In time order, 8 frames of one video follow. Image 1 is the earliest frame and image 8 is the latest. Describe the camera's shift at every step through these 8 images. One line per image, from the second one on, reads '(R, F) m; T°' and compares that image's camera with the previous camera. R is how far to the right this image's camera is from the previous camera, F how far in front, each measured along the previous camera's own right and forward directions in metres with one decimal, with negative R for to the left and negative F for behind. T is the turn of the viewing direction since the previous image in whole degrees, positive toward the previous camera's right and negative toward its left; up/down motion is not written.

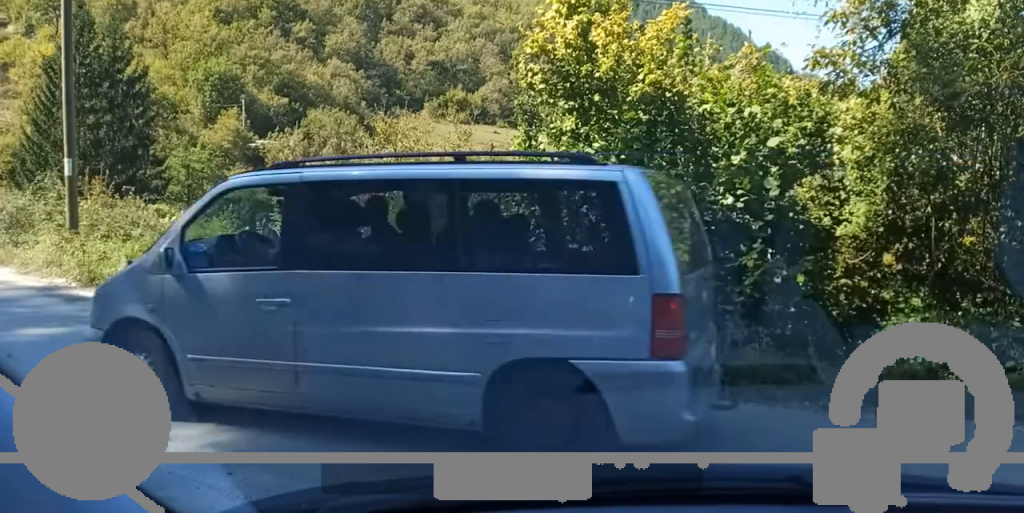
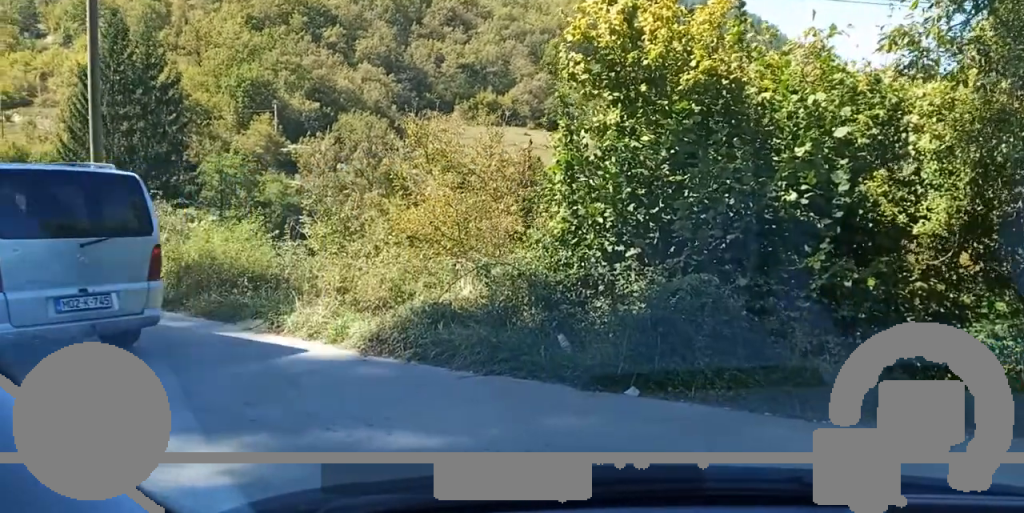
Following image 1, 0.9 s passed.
(0.0, +0.9) m; 0°
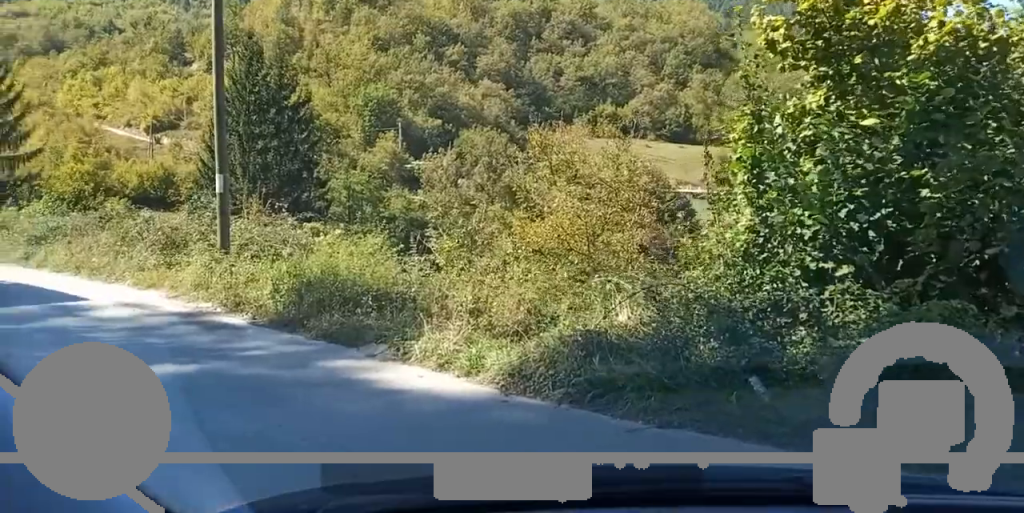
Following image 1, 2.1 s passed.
(0.0, +1.7) m; -2°
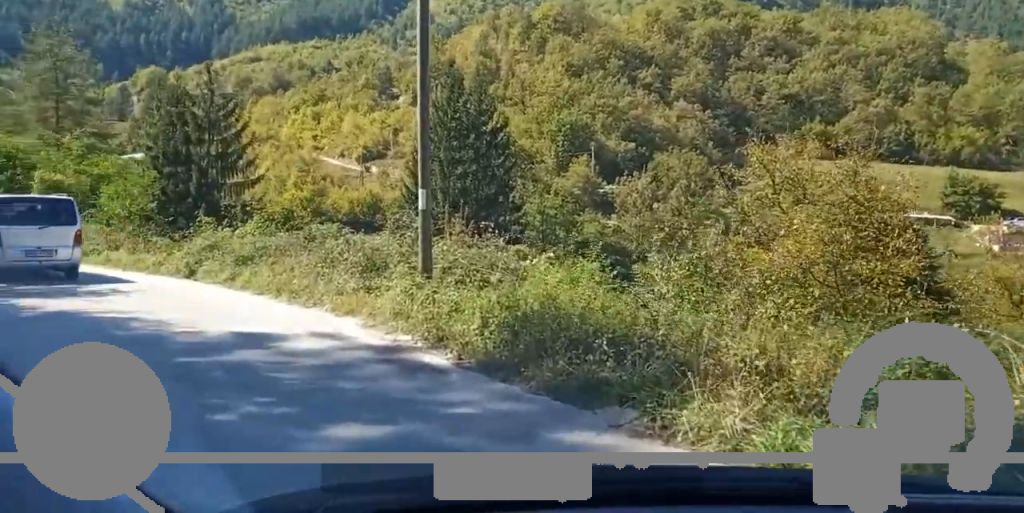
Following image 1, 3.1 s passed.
(-0.1, +2.3) m; -15°
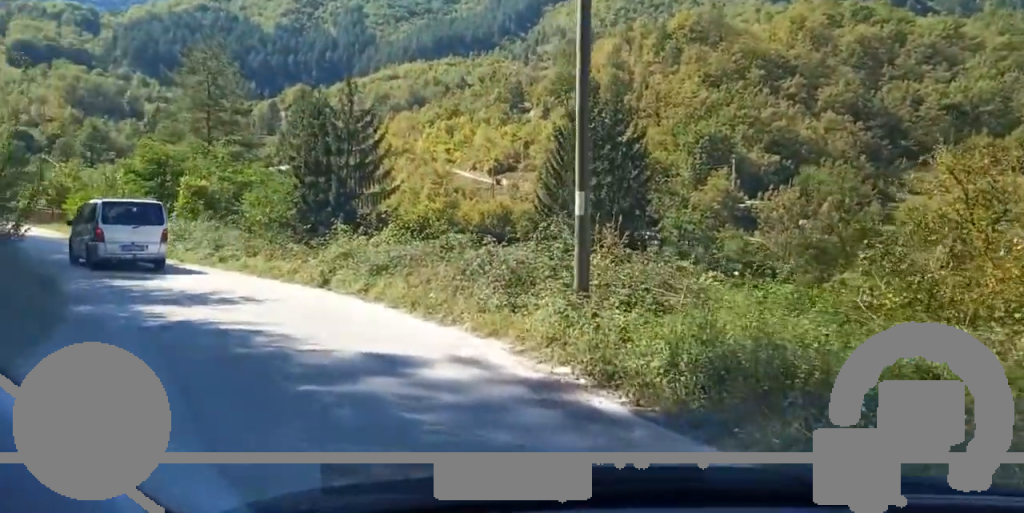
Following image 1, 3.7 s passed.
(+0.2, +1.6) m; -19°
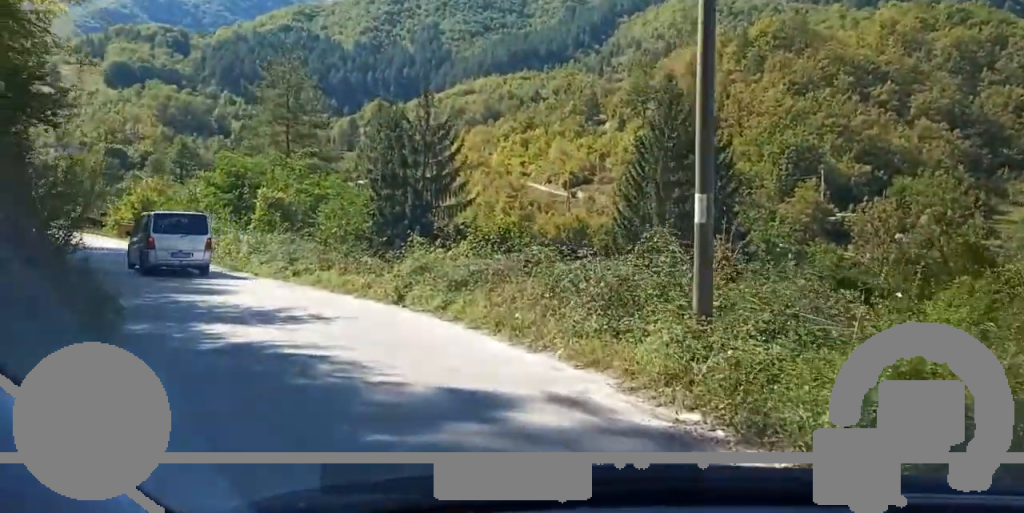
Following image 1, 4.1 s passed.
(-0.5, +1.6) m; -8°
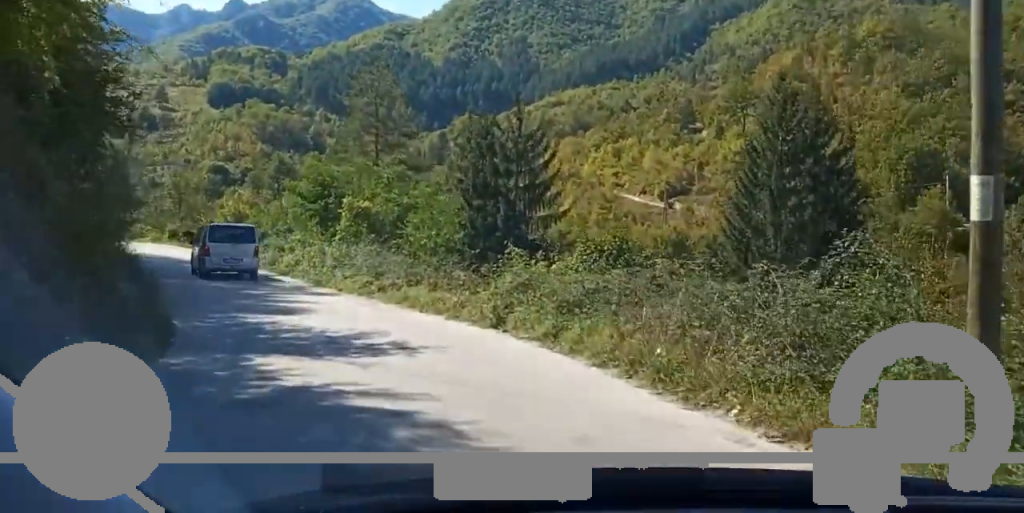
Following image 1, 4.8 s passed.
(-0.5, +2.8) m; -11°
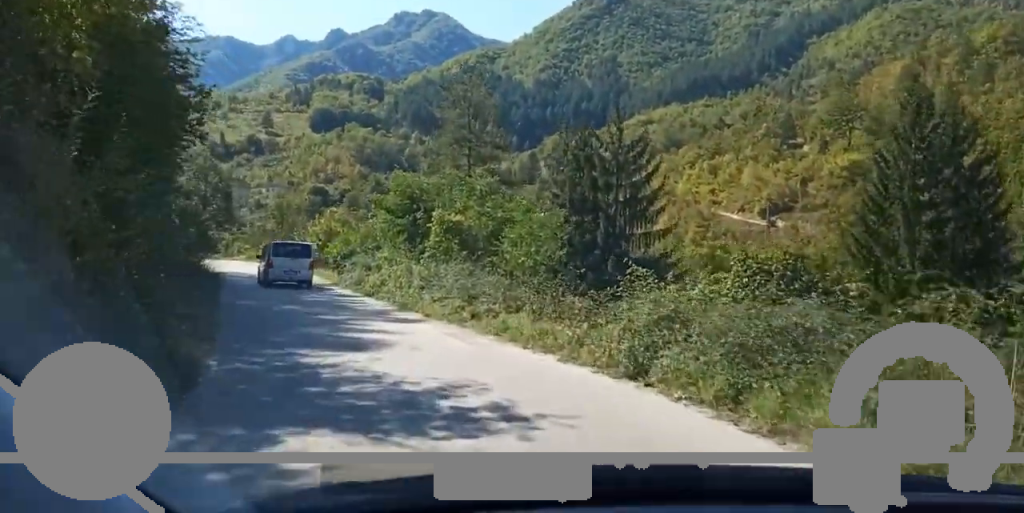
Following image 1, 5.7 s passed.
(0.0, +4.4) m; -1°
